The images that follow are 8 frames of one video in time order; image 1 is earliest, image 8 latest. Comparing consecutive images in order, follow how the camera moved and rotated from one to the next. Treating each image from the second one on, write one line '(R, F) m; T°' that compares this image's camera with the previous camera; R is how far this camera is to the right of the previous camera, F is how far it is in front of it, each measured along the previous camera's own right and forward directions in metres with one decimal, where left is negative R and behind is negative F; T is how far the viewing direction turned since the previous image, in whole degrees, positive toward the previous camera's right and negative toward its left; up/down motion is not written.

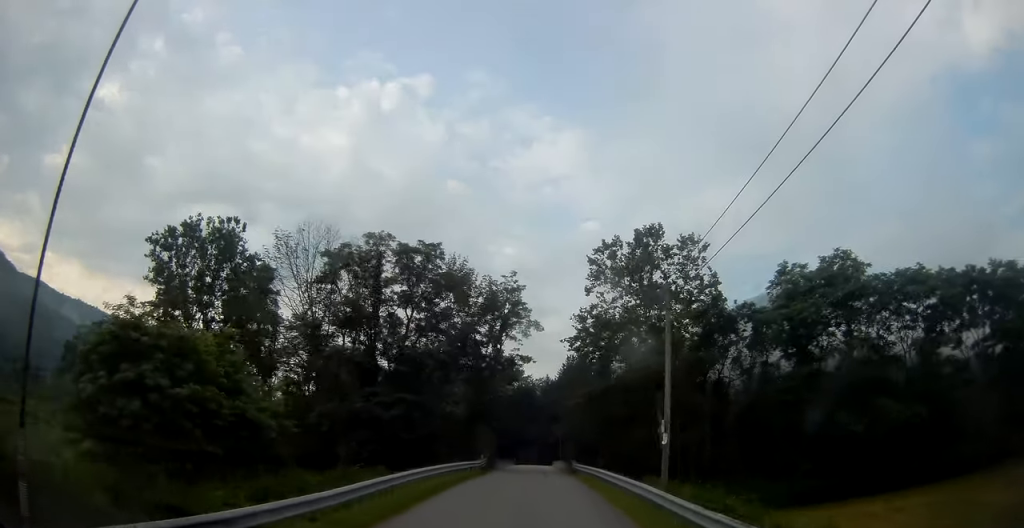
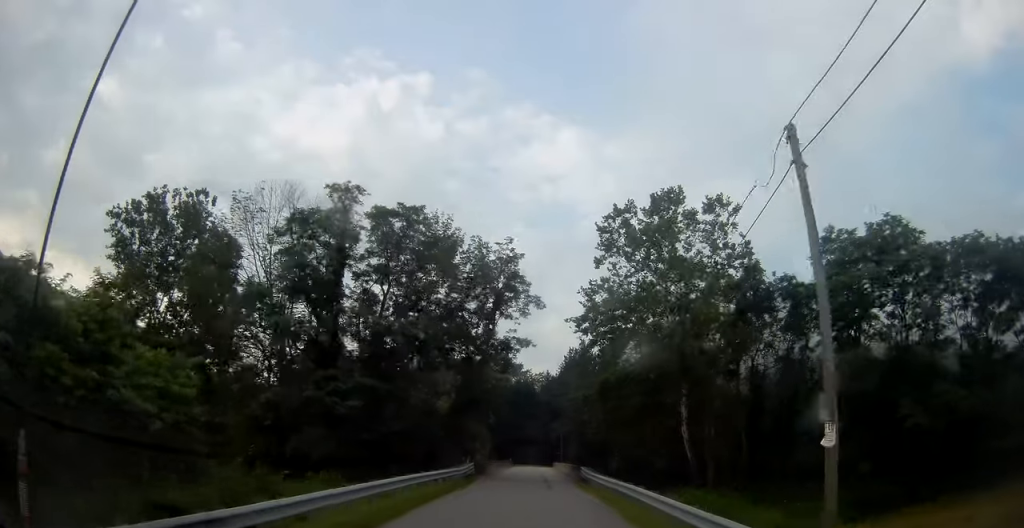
(+0.1, +8.8) m; +1°
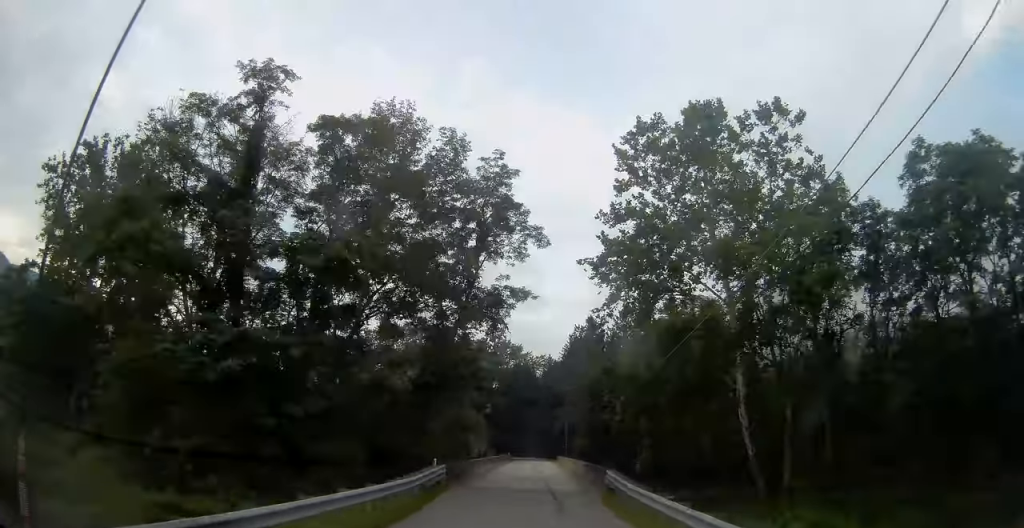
(0.0, +12.5) m; -1°
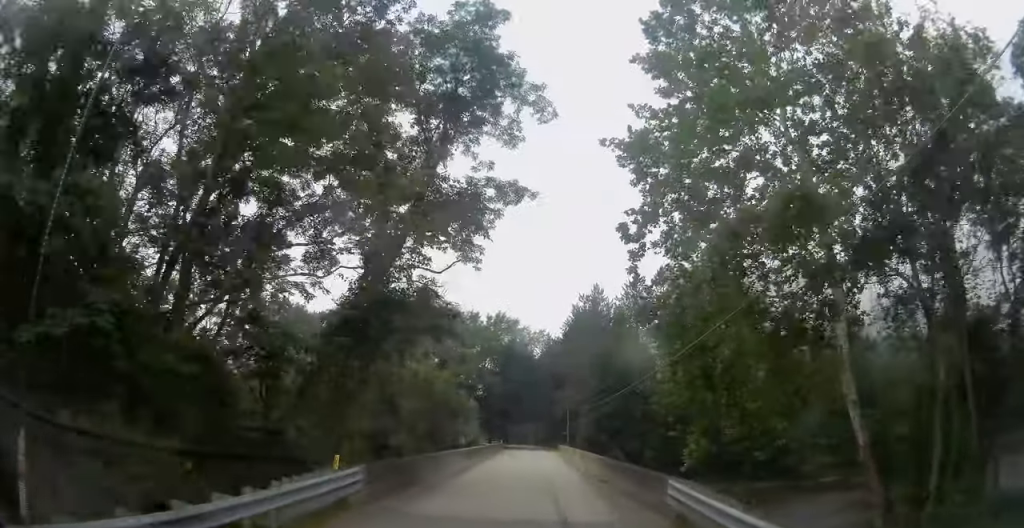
(-0.3, +11.6) m; 0°
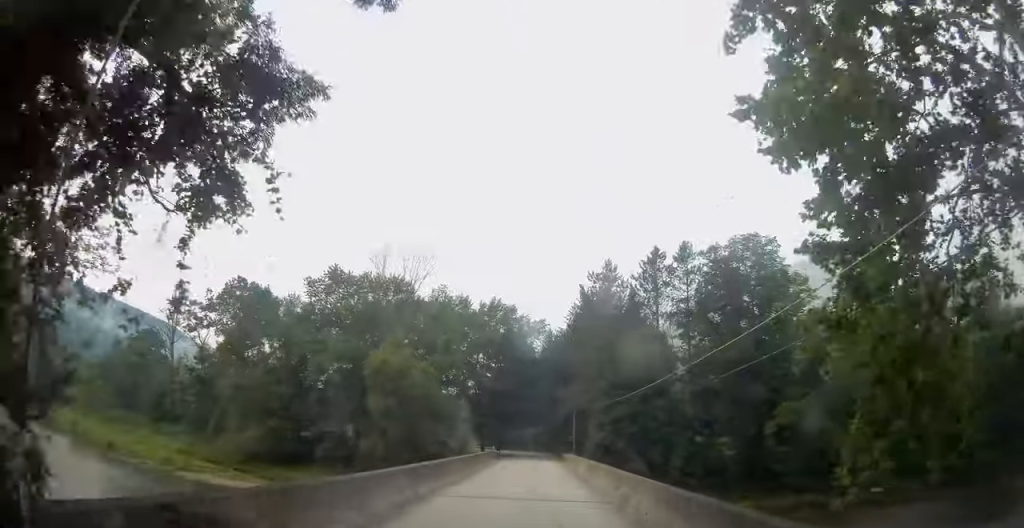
(+0.2, +13.4) m; 0°
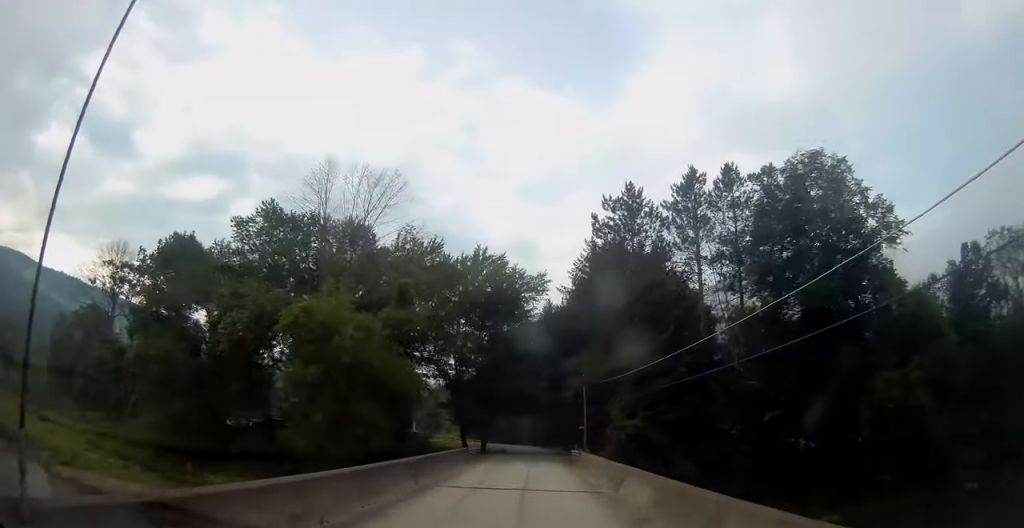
(-0.1, +19.0) m; +1°
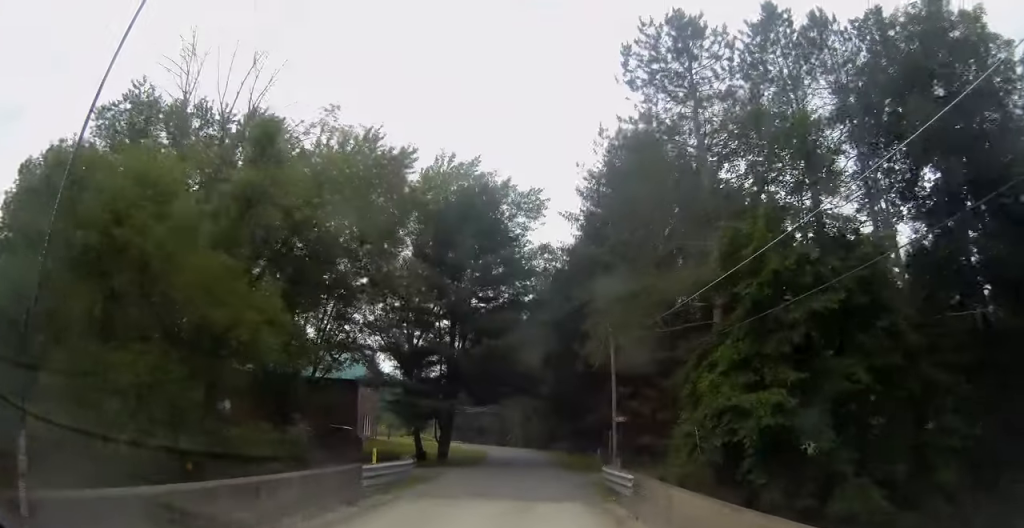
(+0.4, +22.5) m; +1°
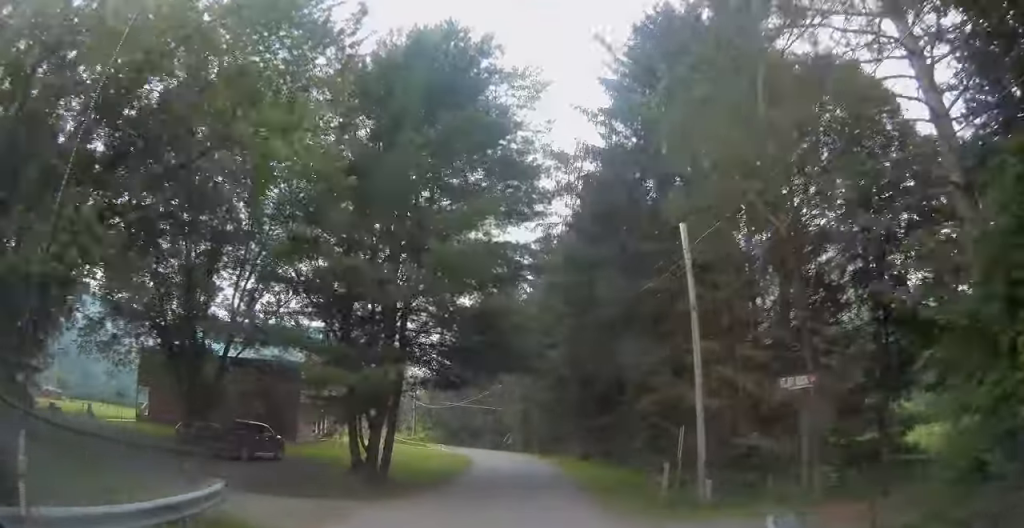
(0.0, +15.2) m; -1°
